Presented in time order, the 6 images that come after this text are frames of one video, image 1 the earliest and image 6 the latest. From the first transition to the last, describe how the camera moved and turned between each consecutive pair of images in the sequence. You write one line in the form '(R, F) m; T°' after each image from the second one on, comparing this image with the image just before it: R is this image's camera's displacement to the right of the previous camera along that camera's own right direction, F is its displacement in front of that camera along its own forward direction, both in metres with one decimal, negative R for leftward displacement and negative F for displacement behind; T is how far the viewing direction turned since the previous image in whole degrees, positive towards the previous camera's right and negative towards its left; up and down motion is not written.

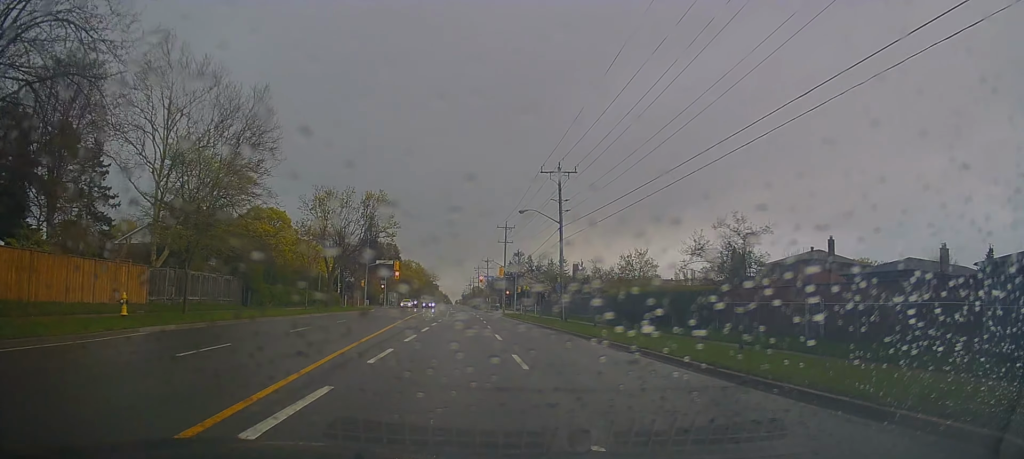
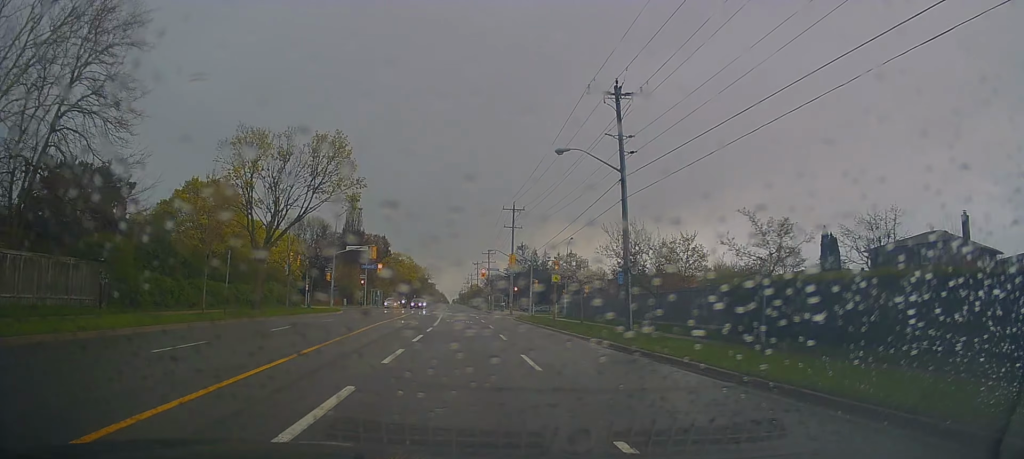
(+0.2, +17.3) m; 0°
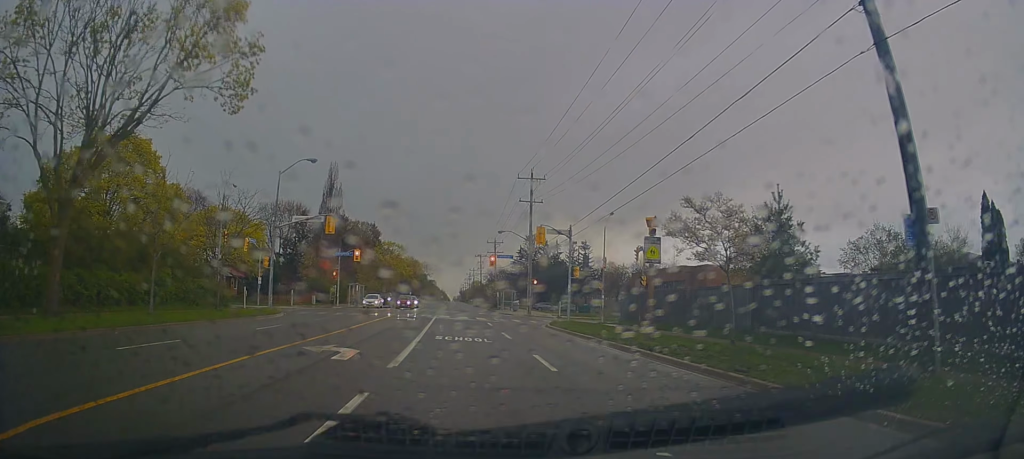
(-0.3, +16.9) m; +1°
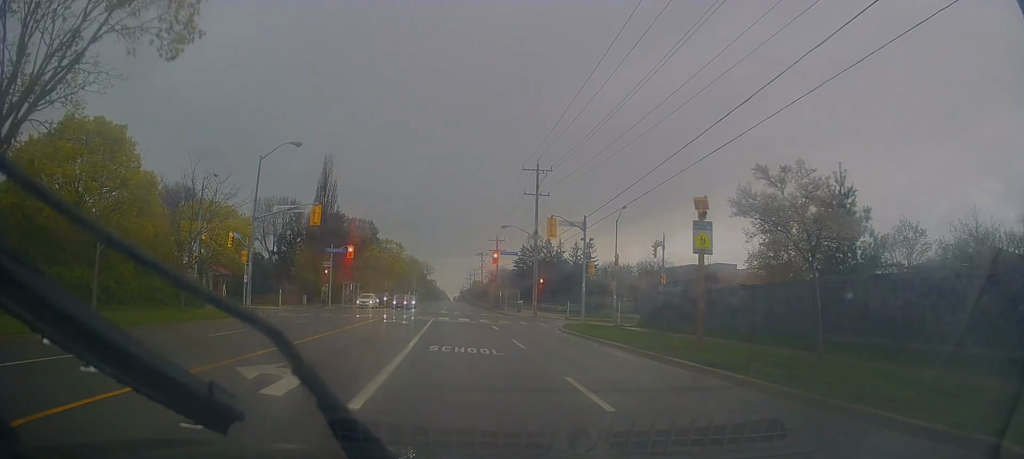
(+0.1, +3.8) m; +1°
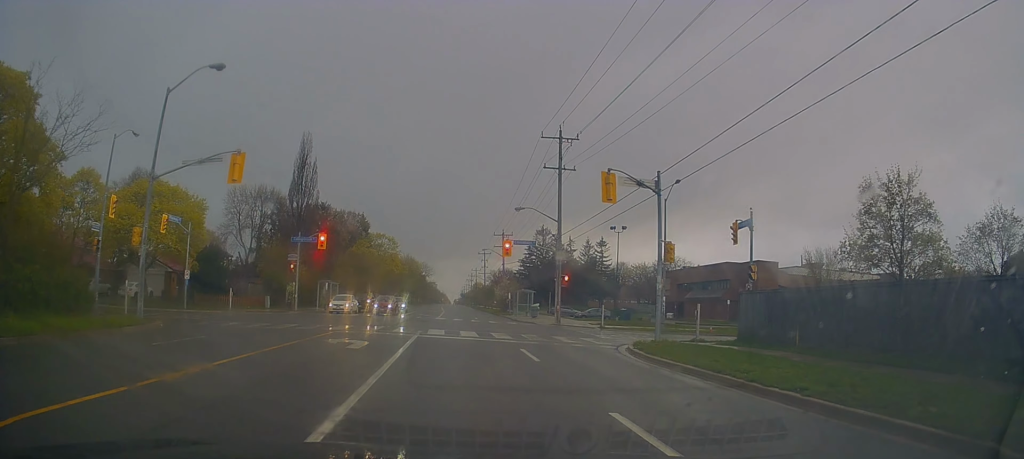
(-0.1, +11.4) m; -3°
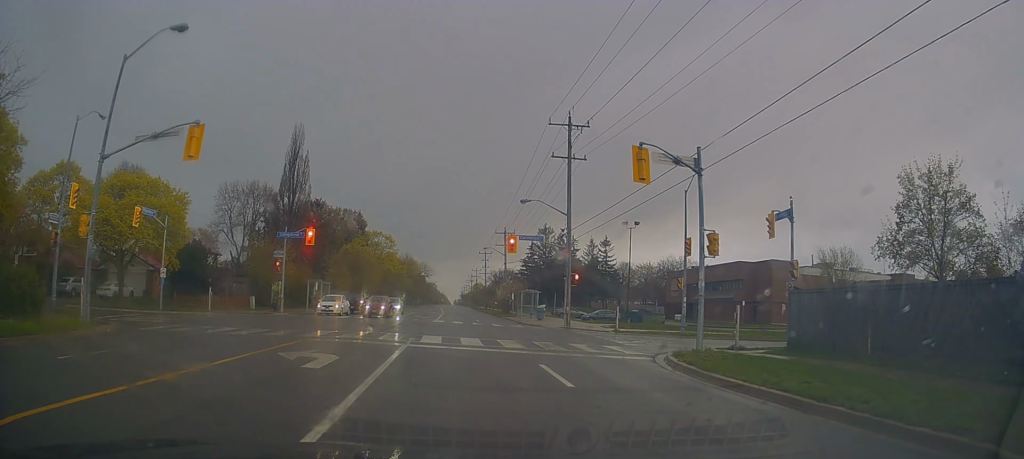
(-0.1, +3.3) m; -1°
